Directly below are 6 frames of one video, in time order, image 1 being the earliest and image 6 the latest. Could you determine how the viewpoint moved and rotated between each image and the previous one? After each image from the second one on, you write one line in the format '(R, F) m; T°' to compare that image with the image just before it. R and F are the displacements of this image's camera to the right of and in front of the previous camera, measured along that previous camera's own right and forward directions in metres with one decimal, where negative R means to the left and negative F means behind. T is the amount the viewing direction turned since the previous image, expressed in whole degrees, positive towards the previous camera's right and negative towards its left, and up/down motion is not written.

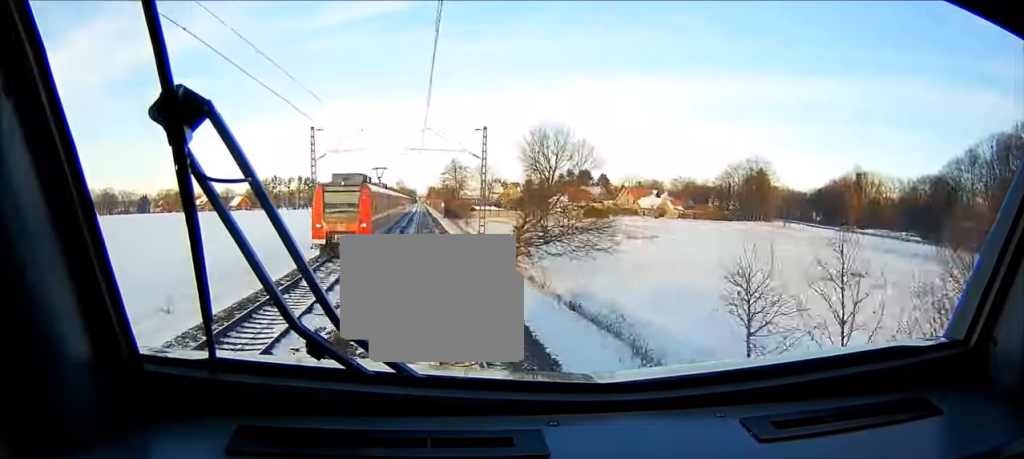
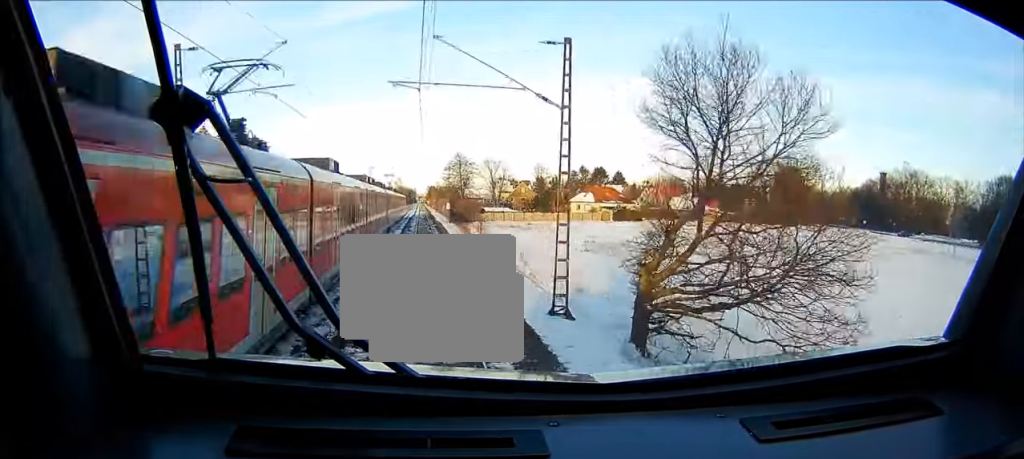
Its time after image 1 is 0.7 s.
(+0.1, +26.3) m; 0°
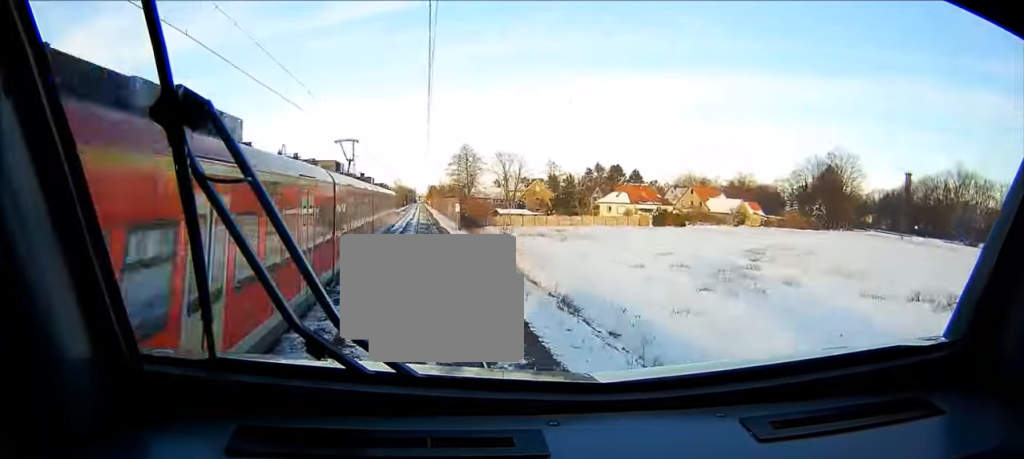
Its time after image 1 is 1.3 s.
(+0.1, +25.1) m; -2°
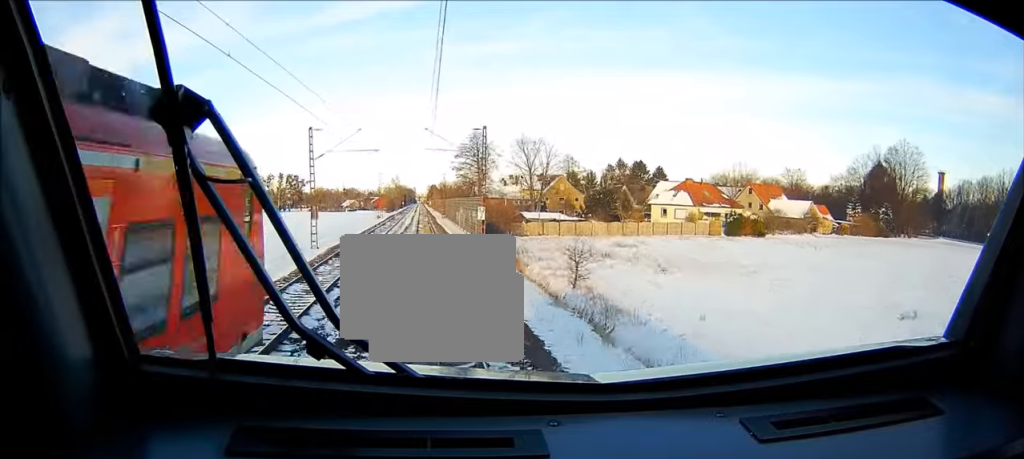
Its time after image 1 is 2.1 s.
(-0.9, +30.5) m; -2°
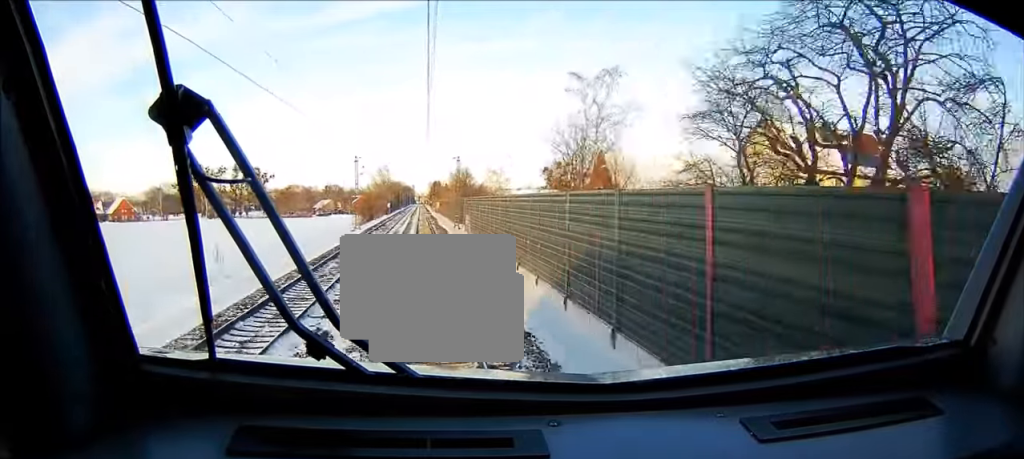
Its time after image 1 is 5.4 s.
(-1.8, +136.1) m; 0°
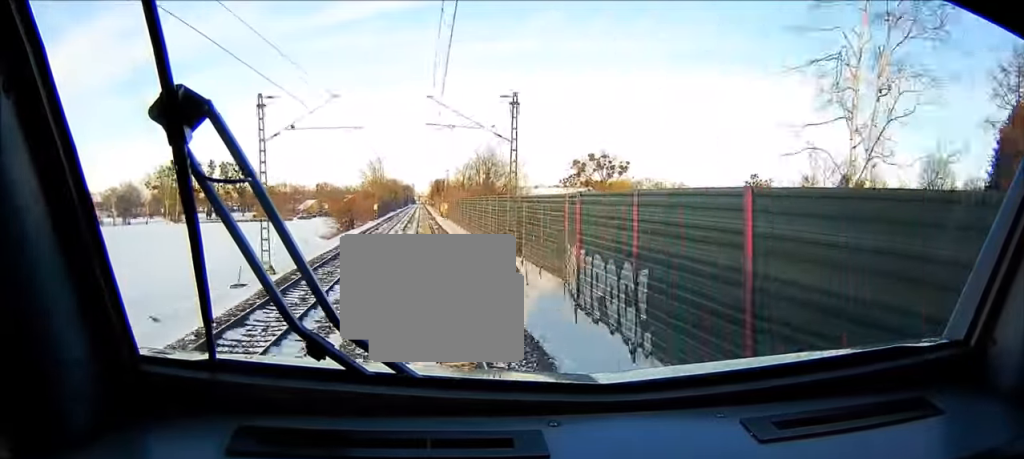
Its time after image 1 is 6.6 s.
(+0.5, +50.0) m; +1°
